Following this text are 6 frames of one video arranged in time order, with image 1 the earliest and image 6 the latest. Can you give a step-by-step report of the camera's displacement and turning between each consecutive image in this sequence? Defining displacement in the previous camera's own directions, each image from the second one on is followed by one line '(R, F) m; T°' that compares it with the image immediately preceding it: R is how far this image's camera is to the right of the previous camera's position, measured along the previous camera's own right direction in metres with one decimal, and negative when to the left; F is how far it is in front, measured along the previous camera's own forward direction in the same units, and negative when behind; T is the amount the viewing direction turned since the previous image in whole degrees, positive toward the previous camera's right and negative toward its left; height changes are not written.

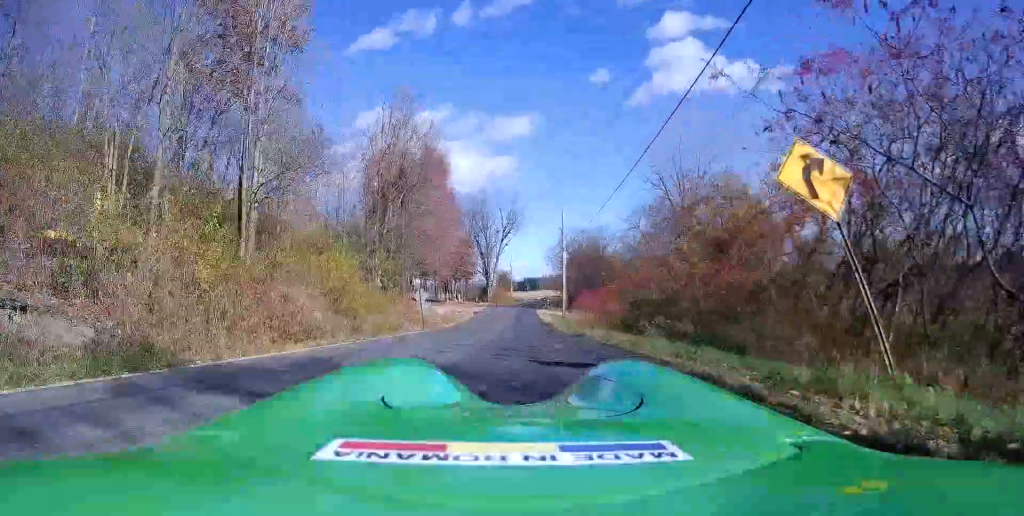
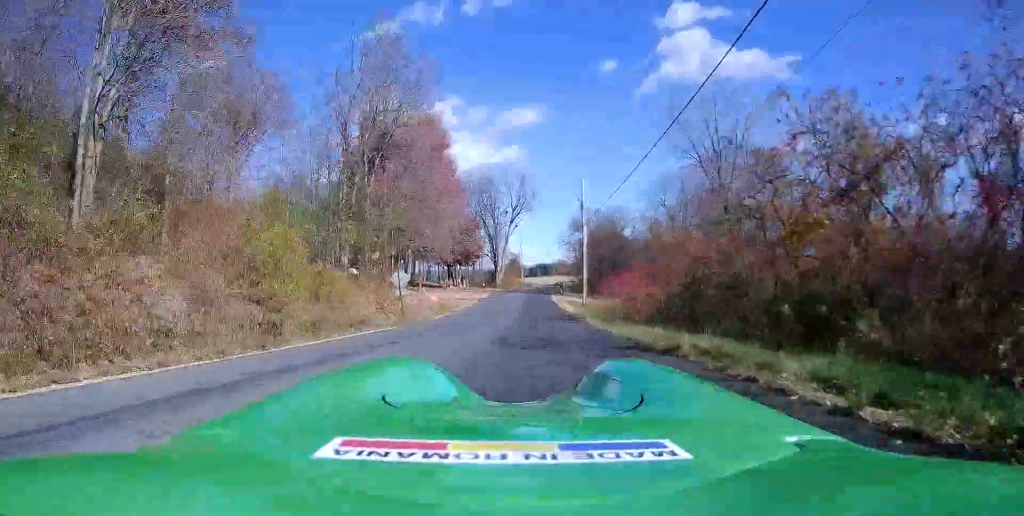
(-0.3, +10.2) m; -2°
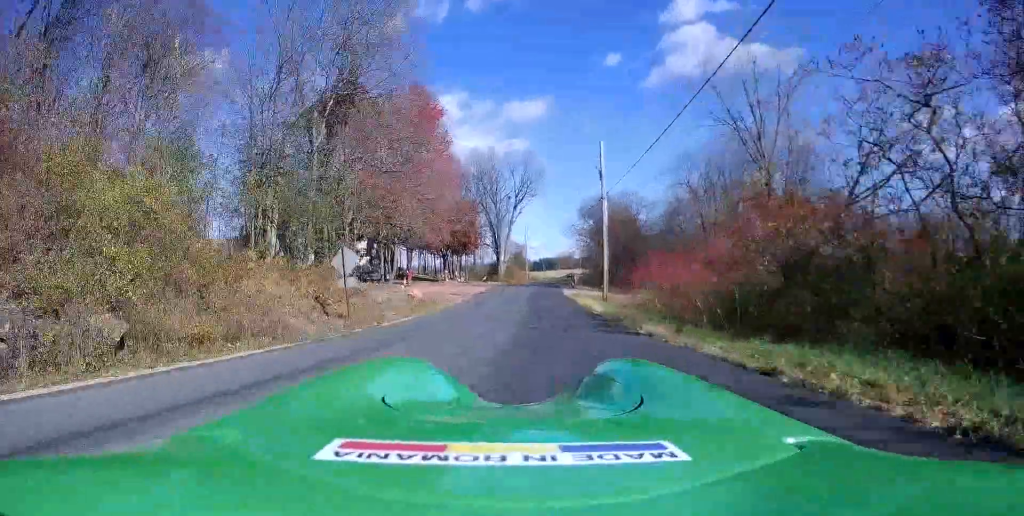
(-0.1, +9.6) m; 0°
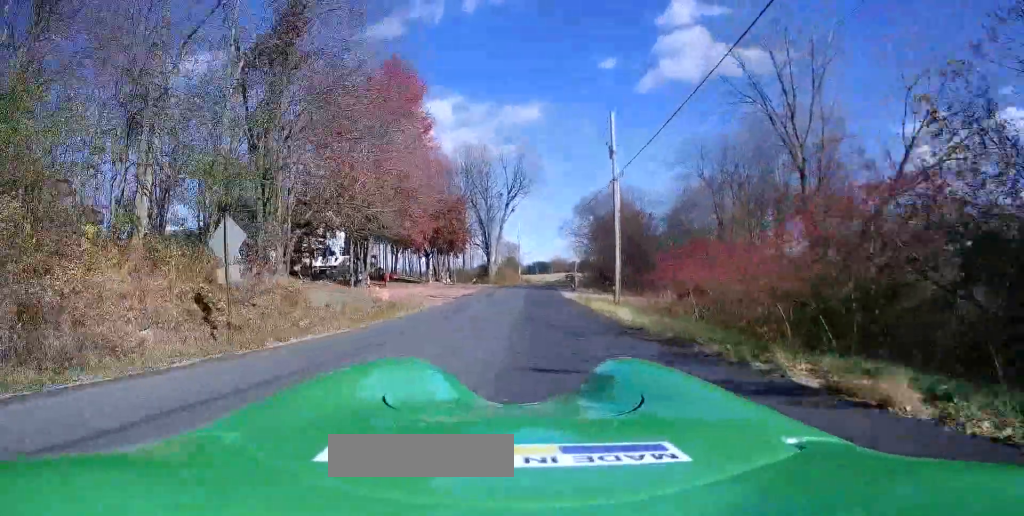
(0.0, +7.0) m; 0°
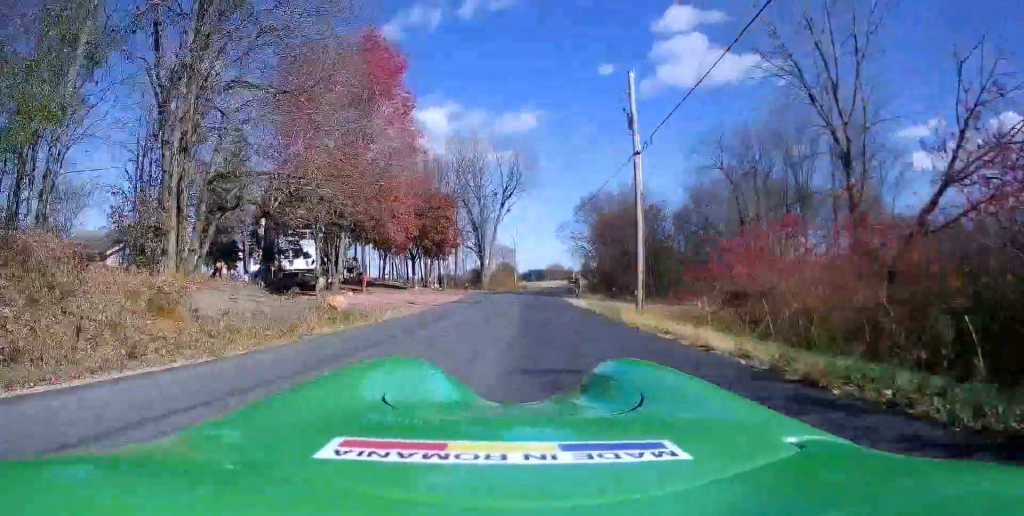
(0.0, +7.1) m; +1°
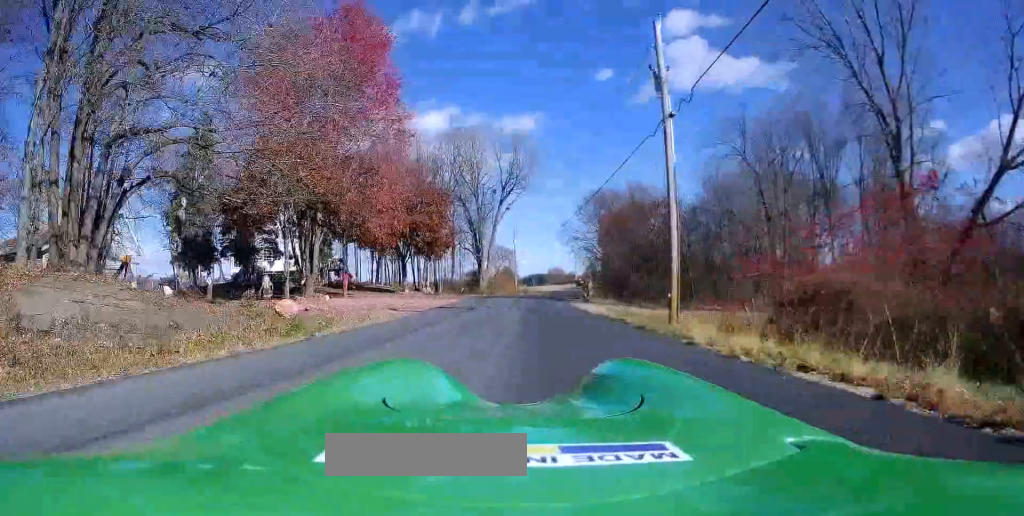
(+0.1, +5.5) m; +1°
